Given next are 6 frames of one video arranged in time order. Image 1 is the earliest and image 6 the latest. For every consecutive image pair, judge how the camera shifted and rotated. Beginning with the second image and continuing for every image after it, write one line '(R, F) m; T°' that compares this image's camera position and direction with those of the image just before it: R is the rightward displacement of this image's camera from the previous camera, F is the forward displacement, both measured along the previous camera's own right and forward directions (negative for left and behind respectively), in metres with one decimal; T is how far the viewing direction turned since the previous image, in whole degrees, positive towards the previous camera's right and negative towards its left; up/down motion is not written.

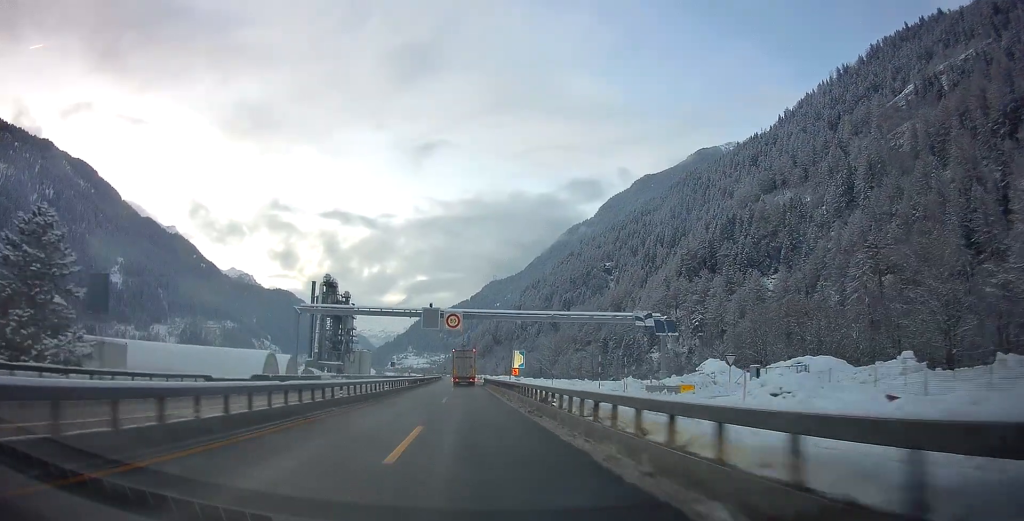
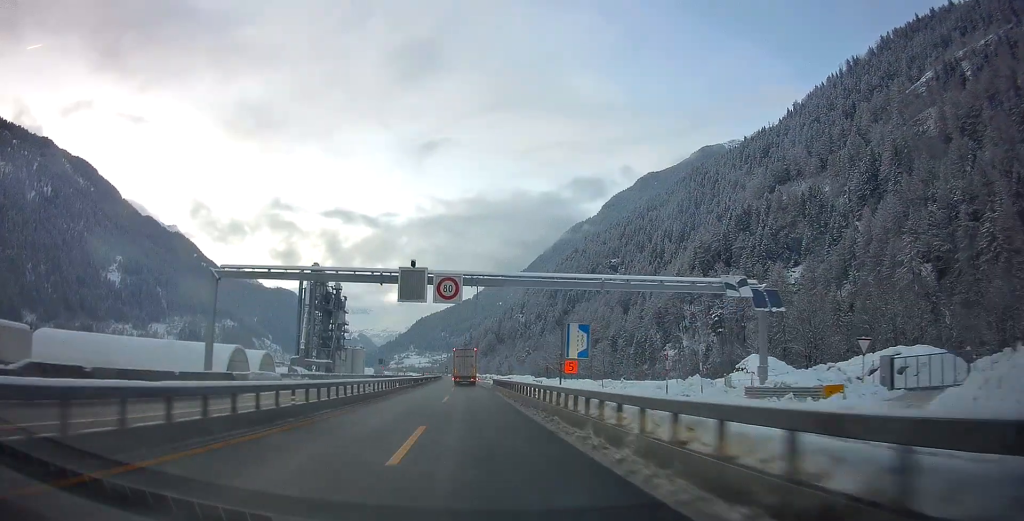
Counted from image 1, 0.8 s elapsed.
(+0.2, +18.7) m; 0°
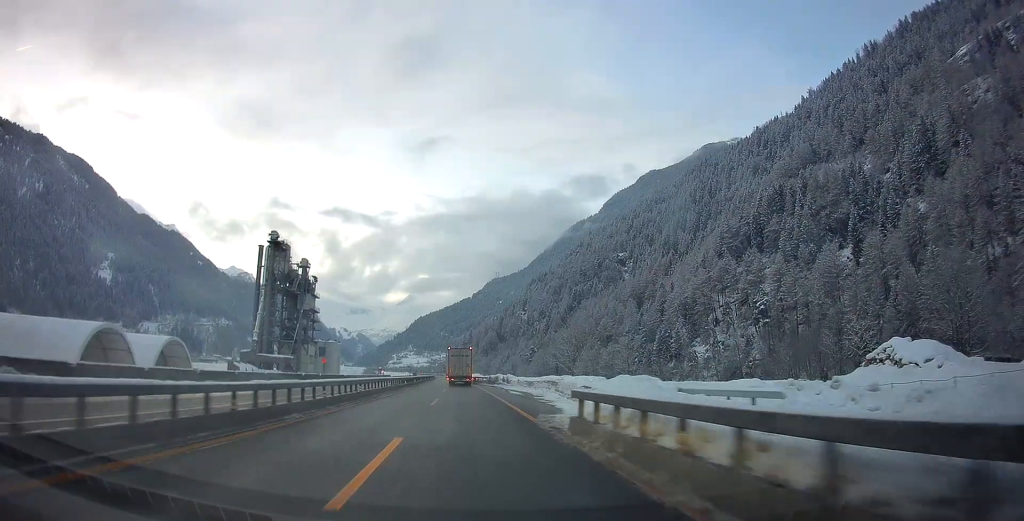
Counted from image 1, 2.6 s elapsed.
(-0.6, +38.8) m; 0°
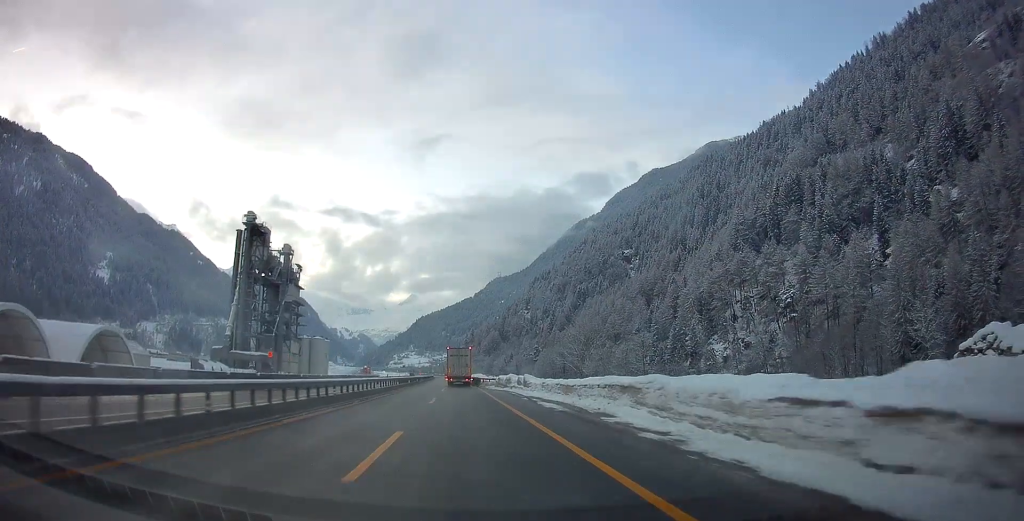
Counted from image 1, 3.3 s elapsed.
(+0.3, +17.1) m; -1°
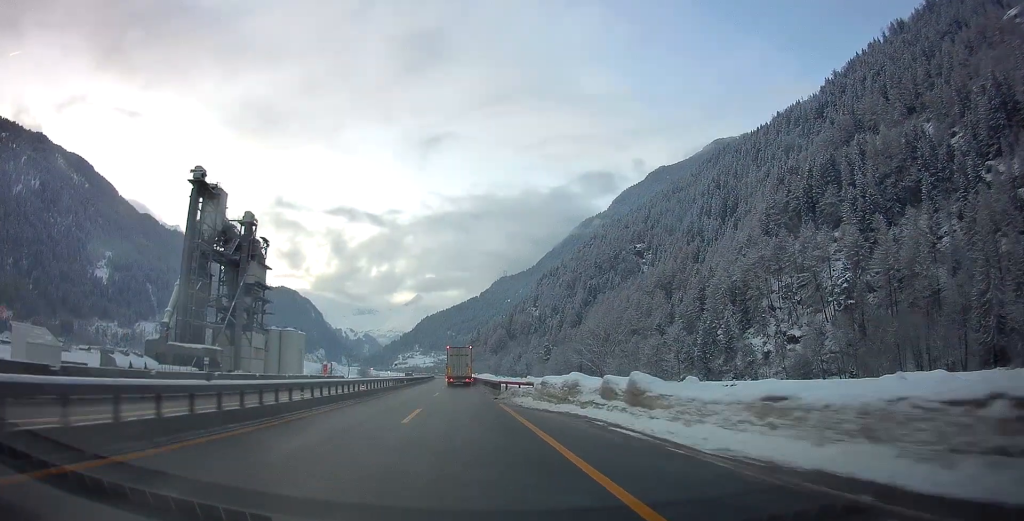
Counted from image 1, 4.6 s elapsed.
(-0.7, +28.1) m; -1°
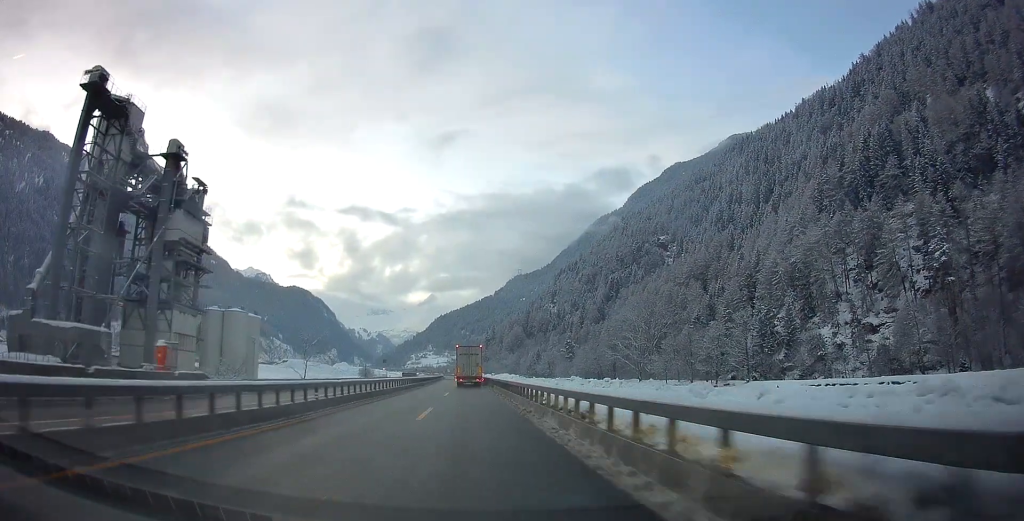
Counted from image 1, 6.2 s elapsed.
(+0.1, +36.1) m; -1°
